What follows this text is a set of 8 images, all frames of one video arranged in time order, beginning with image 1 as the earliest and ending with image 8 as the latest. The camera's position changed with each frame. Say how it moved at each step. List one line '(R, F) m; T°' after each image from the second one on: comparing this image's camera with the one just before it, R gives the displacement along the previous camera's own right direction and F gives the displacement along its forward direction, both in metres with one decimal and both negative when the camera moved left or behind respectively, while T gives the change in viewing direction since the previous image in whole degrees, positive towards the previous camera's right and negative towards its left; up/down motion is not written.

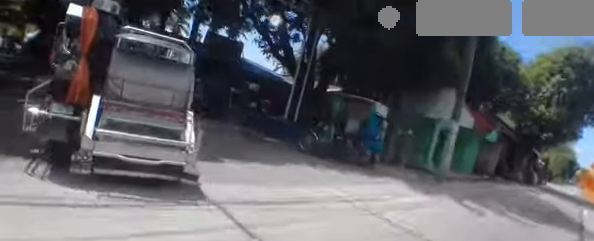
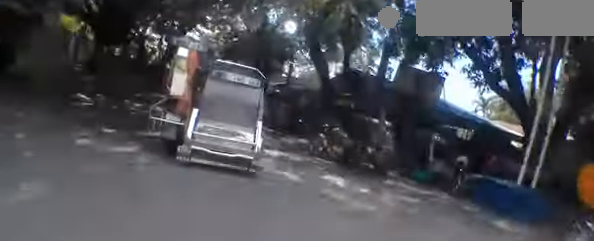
(-0.8, +3.2) m; -18°
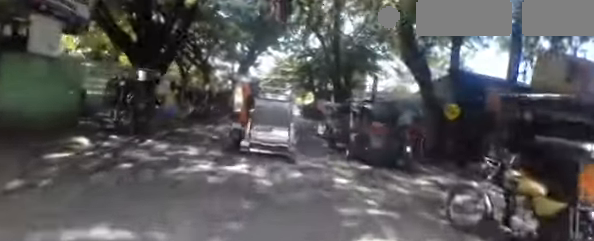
(0.0, +4.0) m; -4°
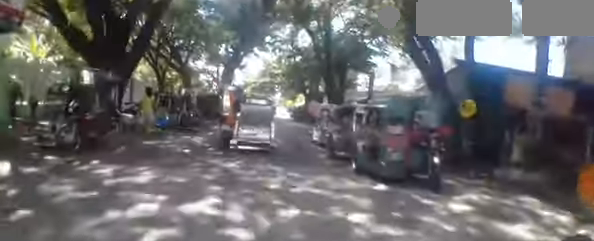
(-0.2, +1.8) m; -5°
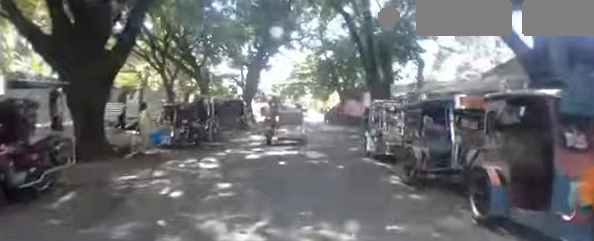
(-0.2, +3.3) m; -6°
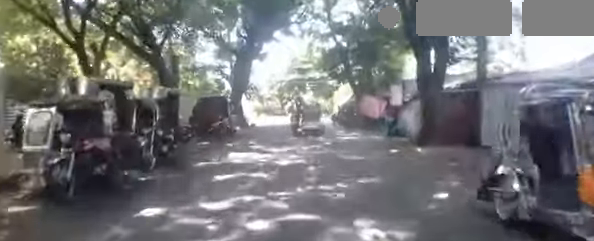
(-0.3, +5.5) m; -4°
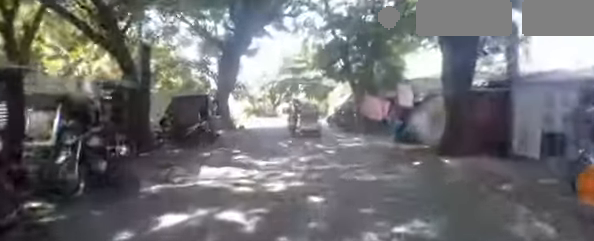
(0.0, +2.5) m; 0°
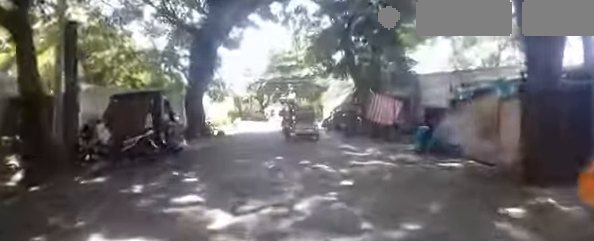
(0.0, +3.5) m; +1°
